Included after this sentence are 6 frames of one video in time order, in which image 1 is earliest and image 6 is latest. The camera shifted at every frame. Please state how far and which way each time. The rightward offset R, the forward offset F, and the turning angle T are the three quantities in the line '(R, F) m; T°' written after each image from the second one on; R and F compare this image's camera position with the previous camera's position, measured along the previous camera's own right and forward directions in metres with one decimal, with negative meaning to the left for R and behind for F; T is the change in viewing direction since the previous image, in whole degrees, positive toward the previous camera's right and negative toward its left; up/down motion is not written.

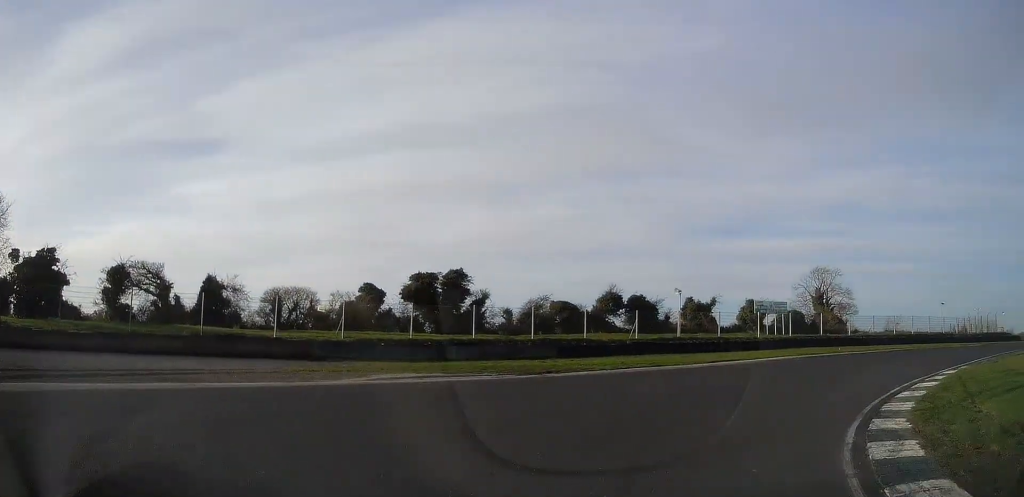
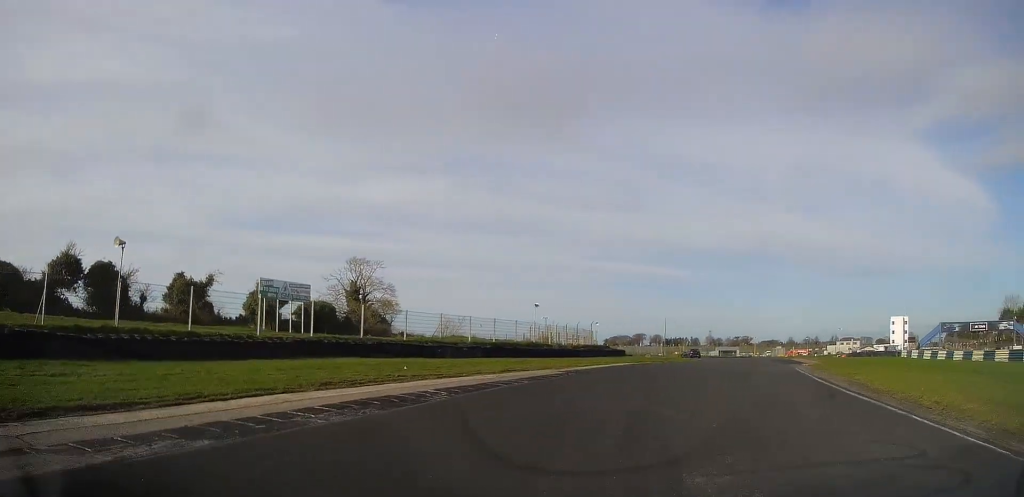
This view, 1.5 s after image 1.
(+7.4, +18.7) m; +42°
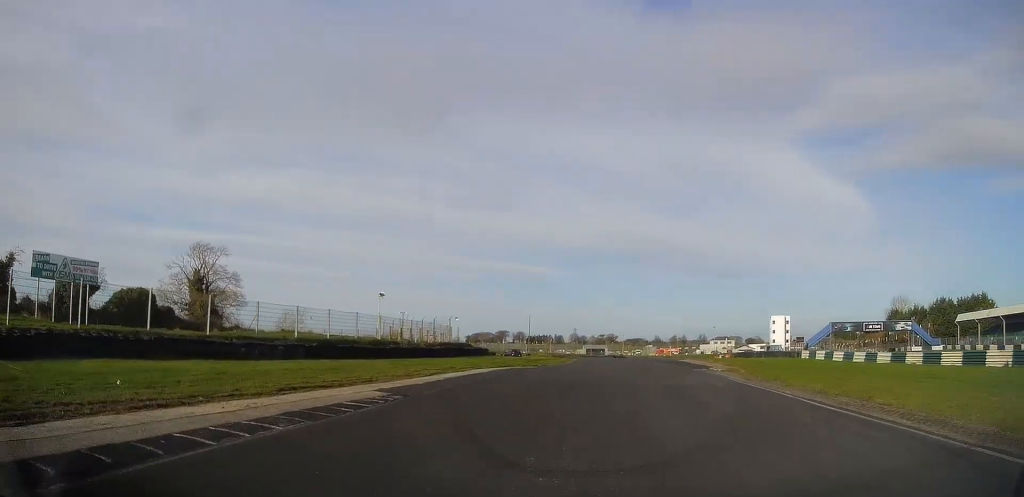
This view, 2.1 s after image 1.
(+1.5, +9.3) m; +11°
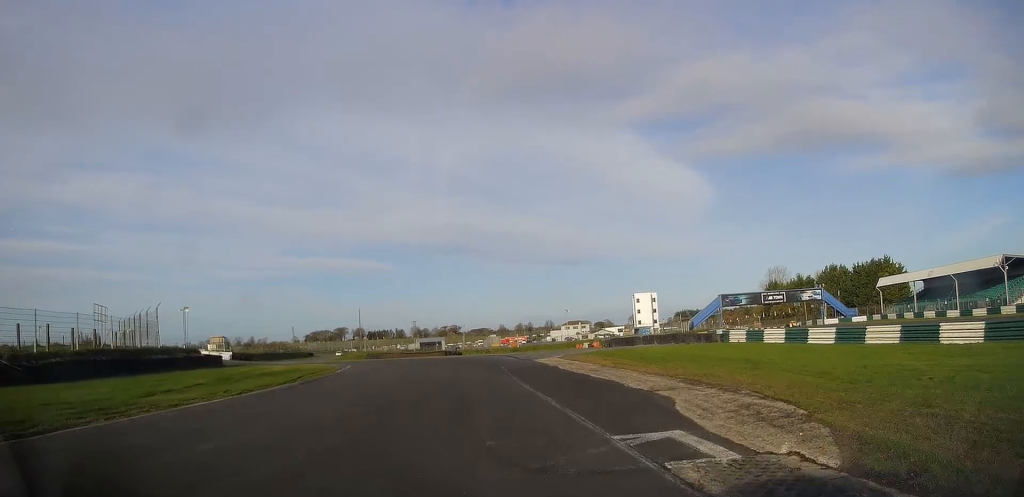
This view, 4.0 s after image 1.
(+4.7, +29.7) m; +8°
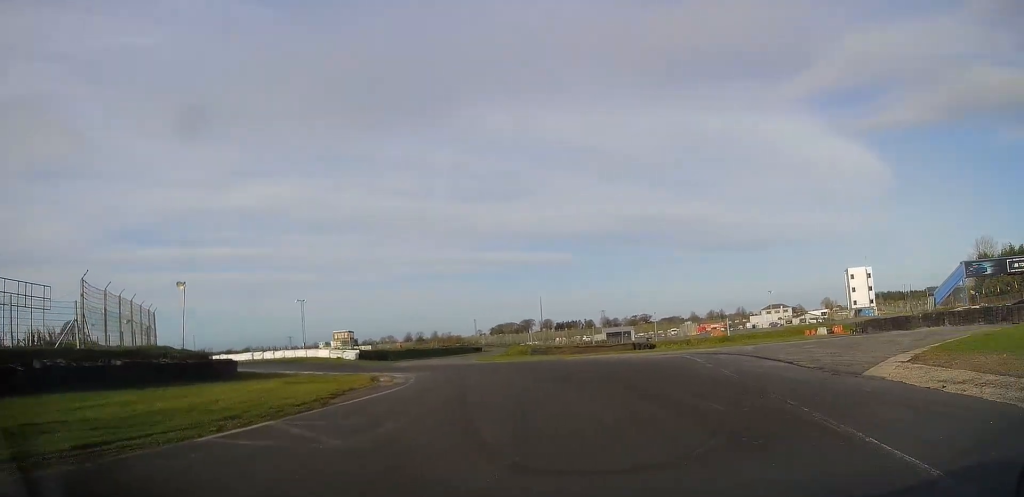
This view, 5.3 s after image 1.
(-1.7, +24.1) m; -14°
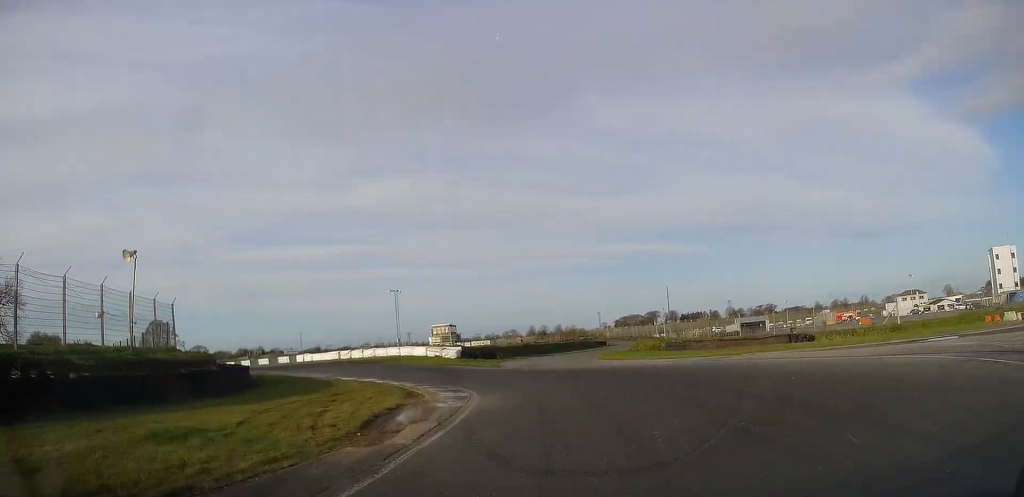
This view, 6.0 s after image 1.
(-1.7, +13.5) m; -11°
